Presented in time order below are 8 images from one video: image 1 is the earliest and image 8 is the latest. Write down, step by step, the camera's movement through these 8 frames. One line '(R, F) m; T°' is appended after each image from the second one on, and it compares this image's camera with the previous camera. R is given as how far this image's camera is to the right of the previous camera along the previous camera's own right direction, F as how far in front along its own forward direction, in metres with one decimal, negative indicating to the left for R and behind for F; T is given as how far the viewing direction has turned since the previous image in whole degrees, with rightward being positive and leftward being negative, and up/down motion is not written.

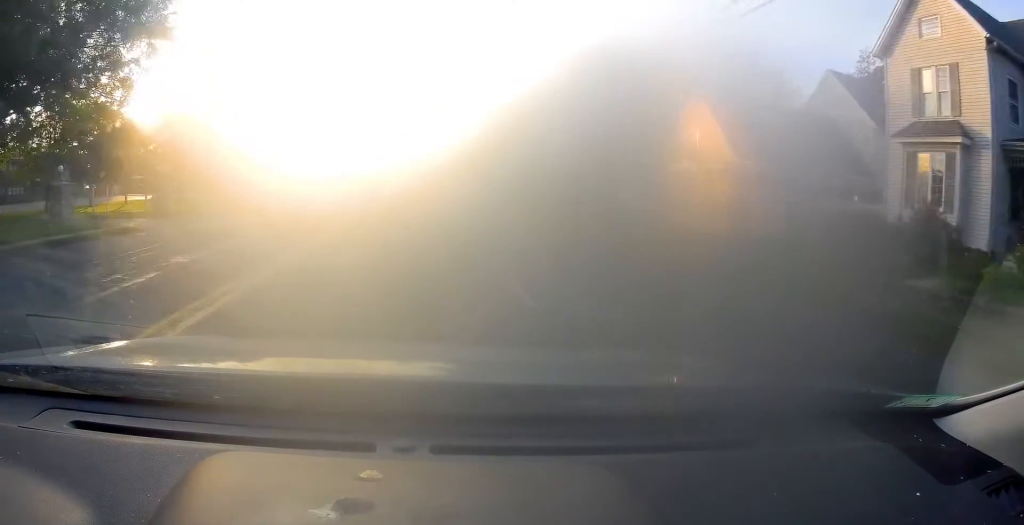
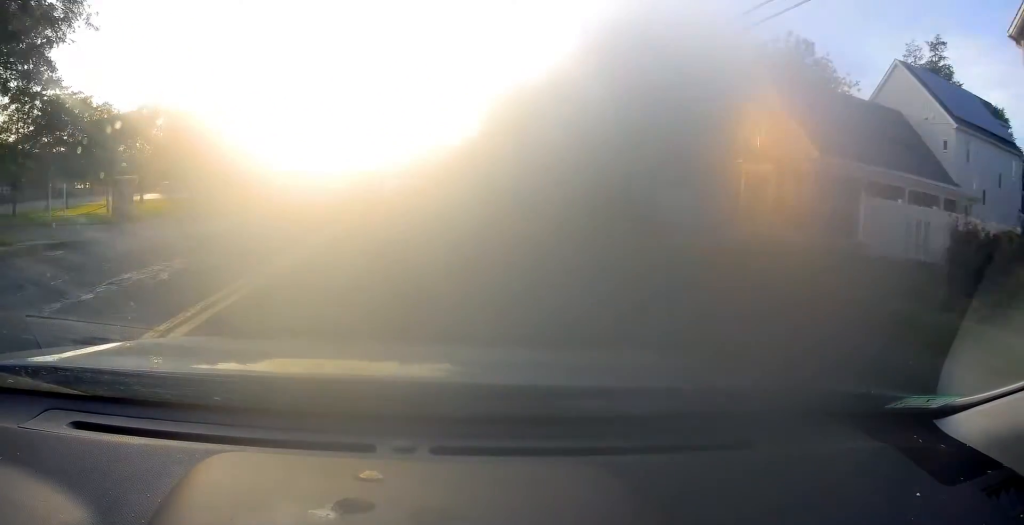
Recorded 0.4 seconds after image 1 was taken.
(0.0, +5.8) m; 0°
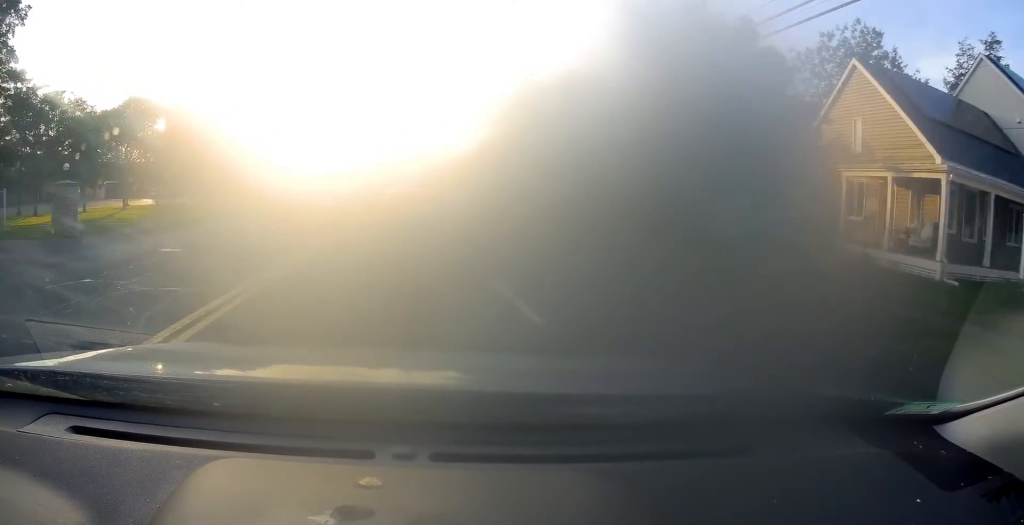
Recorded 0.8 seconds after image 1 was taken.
(+0.1, +6.2) m; +1°
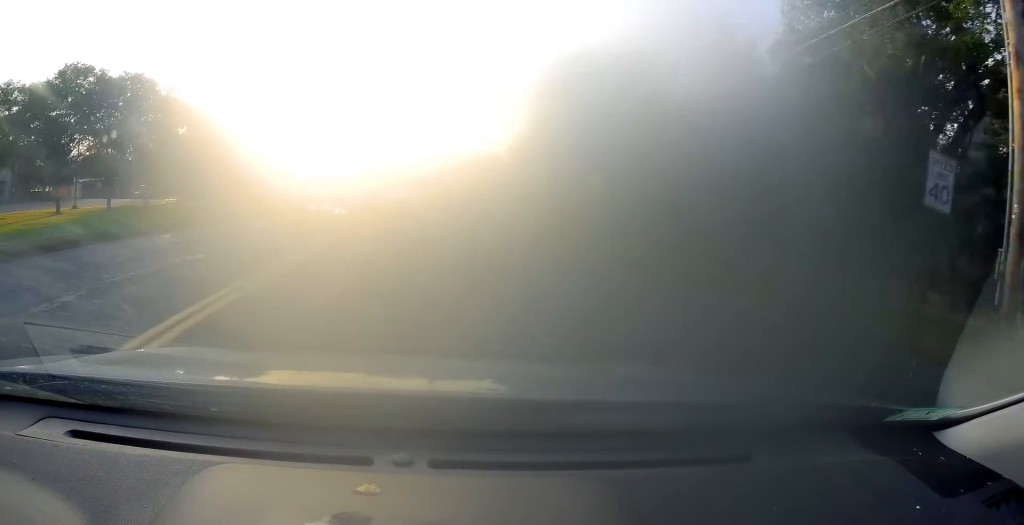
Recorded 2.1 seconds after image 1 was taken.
(+0.3, +17.2) m; -3°
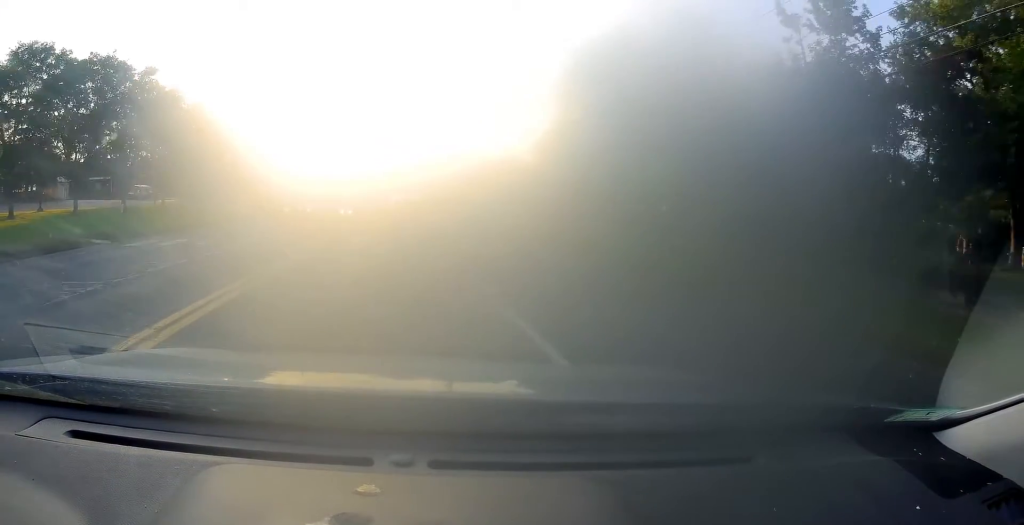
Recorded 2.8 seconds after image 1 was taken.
(-0.6, +8.8) m; -1°
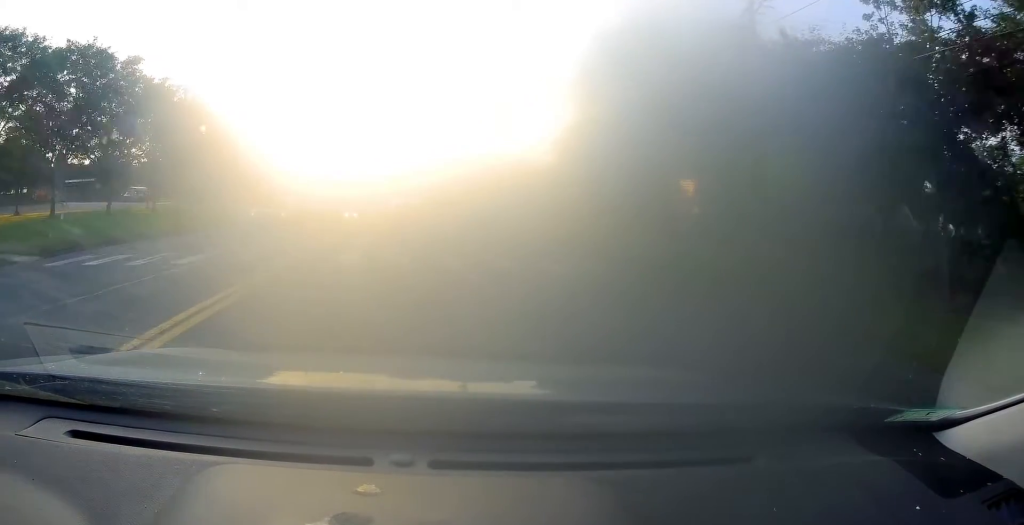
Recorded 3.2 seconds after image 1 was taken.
(-0.3, +5.3) m; 0°
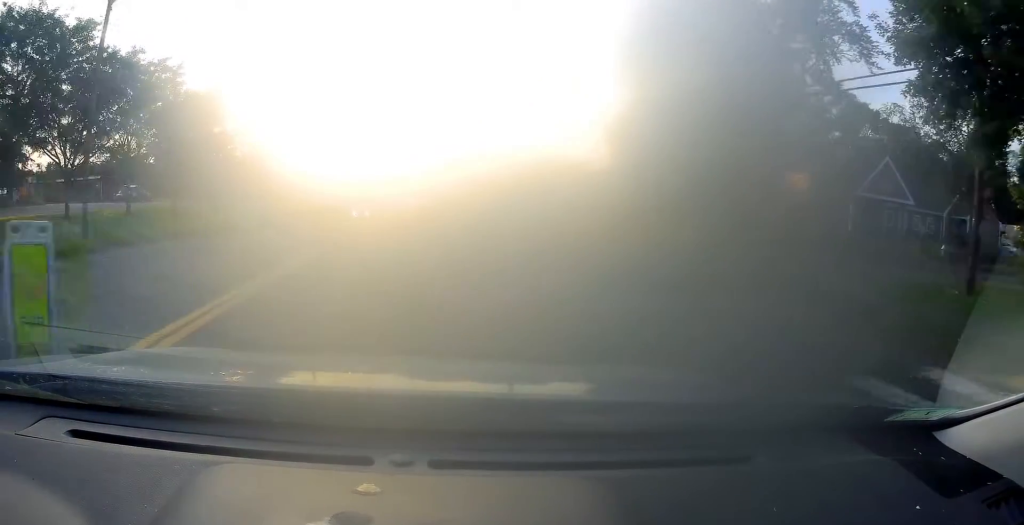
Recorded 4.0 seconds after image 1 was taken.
(+0.7, +11.7) m; -1°
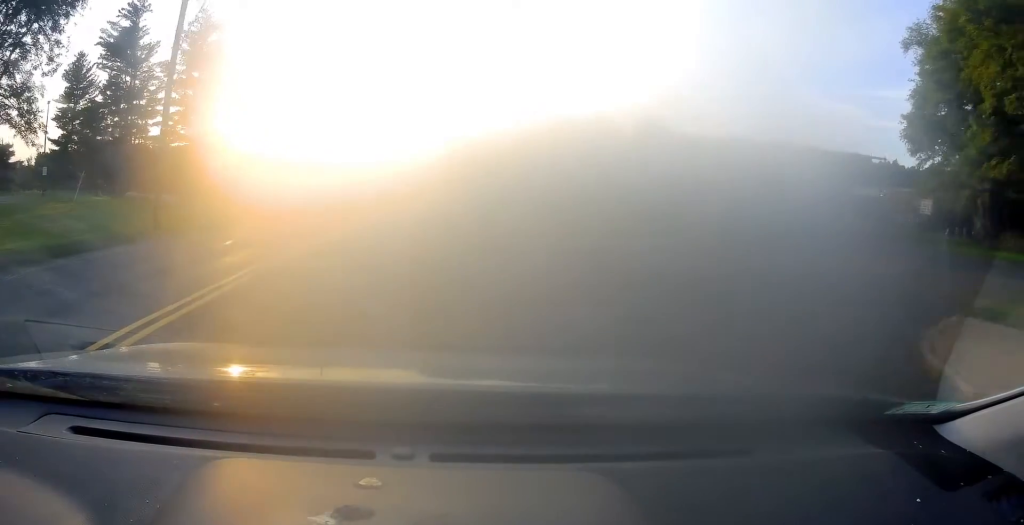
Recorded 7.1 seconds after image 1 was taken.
(-3.0, +44.6) m; -3°
